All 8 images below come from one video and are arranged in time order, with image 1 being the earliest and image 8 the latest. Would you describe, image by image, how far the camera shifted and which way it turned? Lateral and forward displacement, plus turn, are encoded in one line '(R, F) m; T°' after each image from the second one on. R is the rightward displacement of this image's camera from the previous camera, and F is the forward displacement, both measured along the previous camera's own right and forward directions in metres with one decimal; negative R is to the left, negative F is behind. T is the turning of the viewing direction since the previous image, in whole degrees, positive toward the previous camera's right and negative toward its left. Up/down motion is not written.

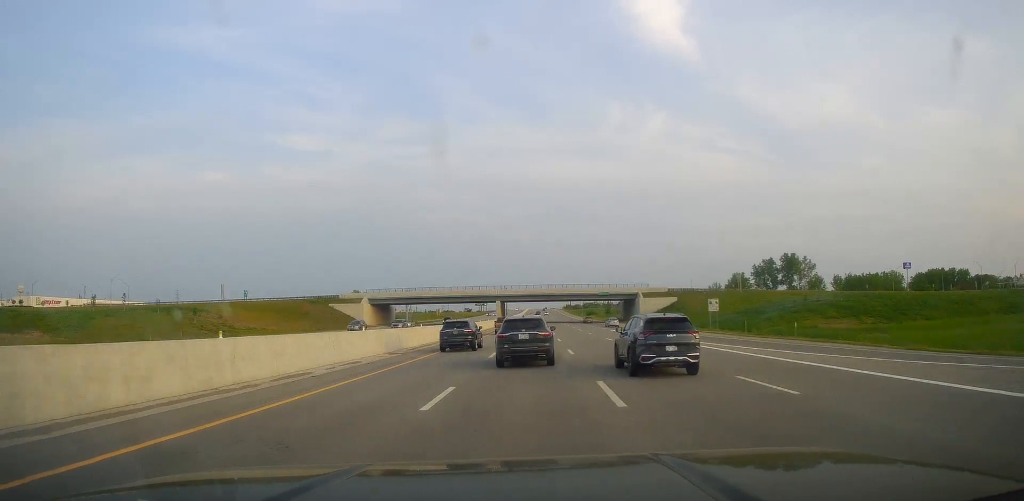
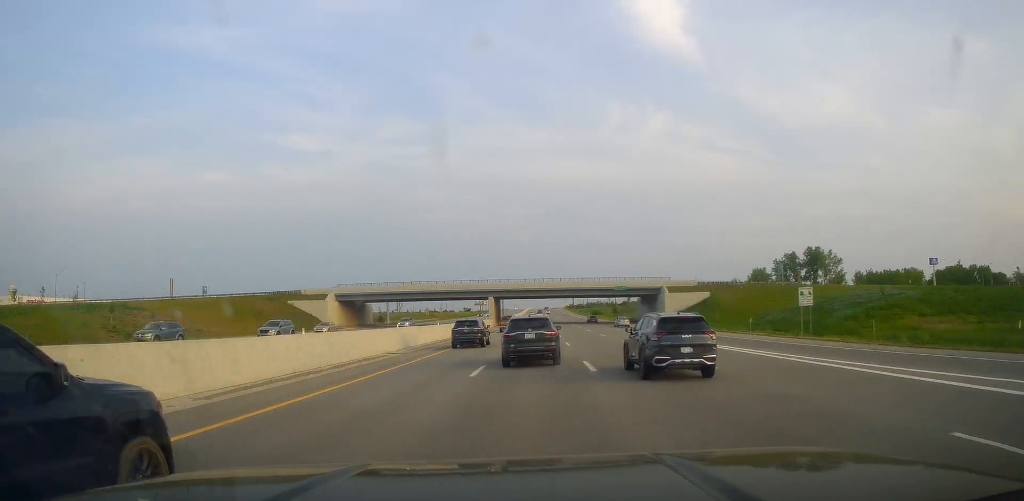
(0.0, +24.0) m; 0°
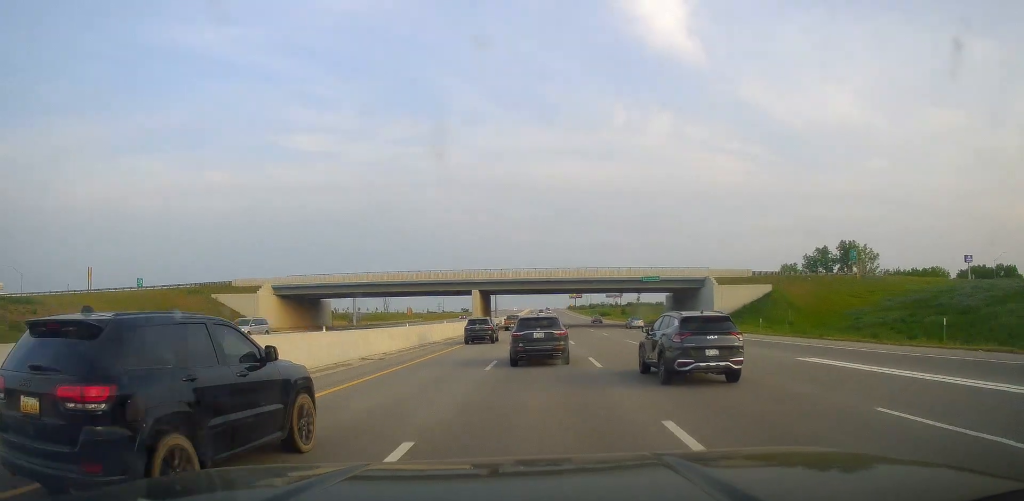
(-0.2, +28.6) m; 0°
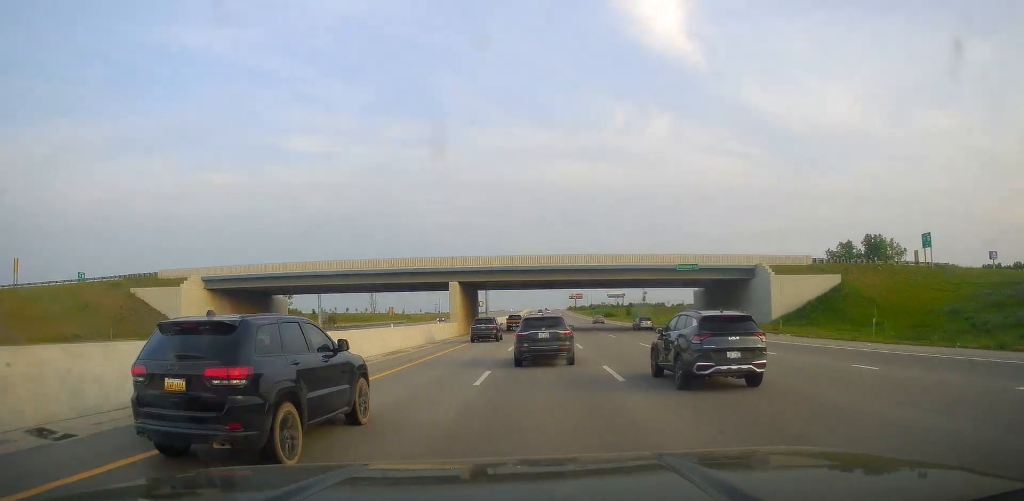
(0.0, +19.5) m; 0°
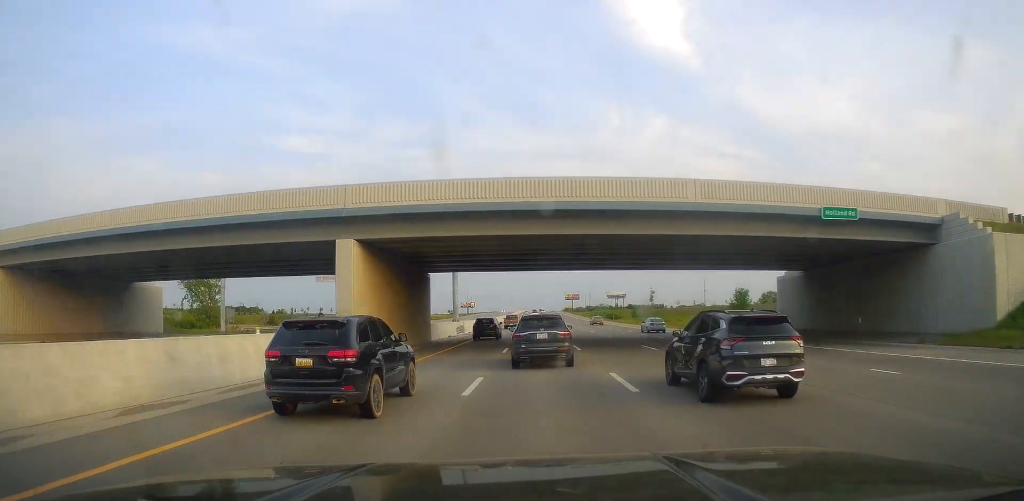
(0.0, +32.3) m; +1°
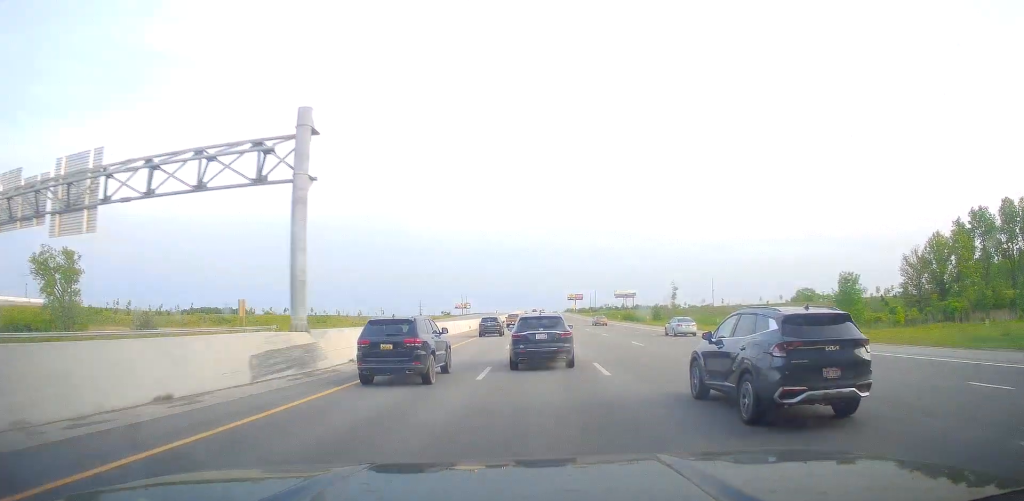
(+0.8, +42.8) m; 0°
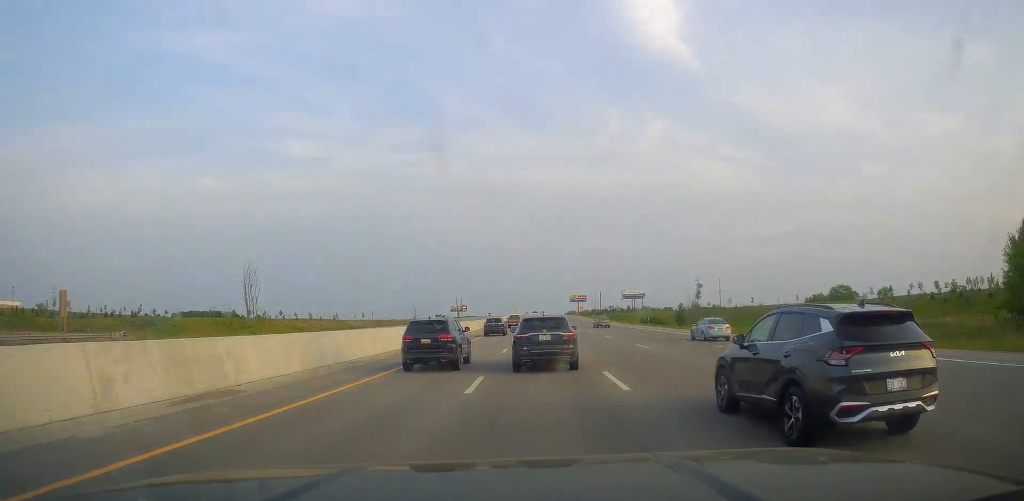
(-0.6, +33.6) m; -1°
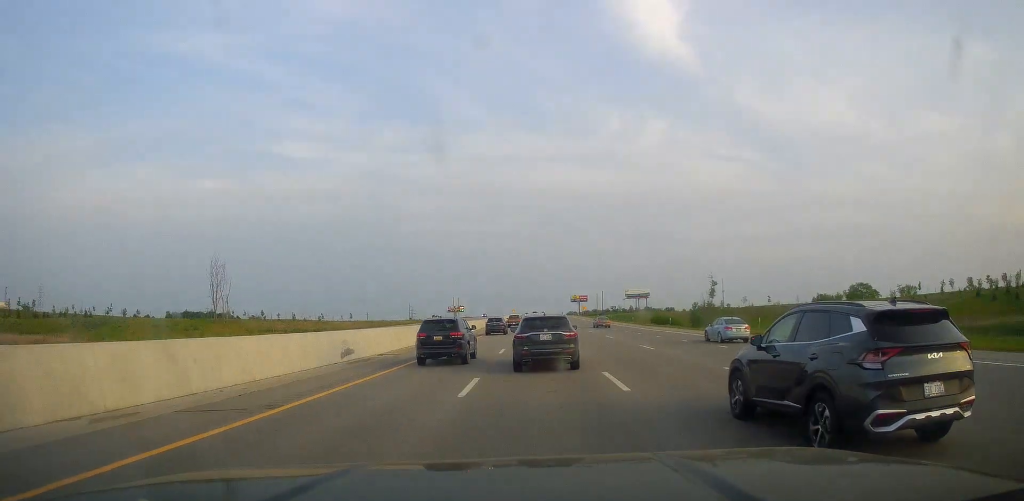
(-0.1, +16.1) m; 0°
